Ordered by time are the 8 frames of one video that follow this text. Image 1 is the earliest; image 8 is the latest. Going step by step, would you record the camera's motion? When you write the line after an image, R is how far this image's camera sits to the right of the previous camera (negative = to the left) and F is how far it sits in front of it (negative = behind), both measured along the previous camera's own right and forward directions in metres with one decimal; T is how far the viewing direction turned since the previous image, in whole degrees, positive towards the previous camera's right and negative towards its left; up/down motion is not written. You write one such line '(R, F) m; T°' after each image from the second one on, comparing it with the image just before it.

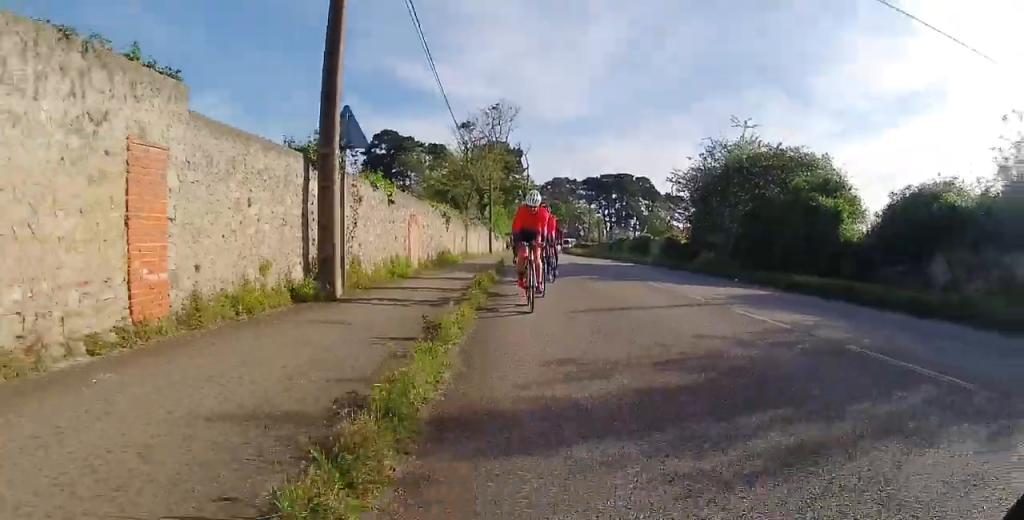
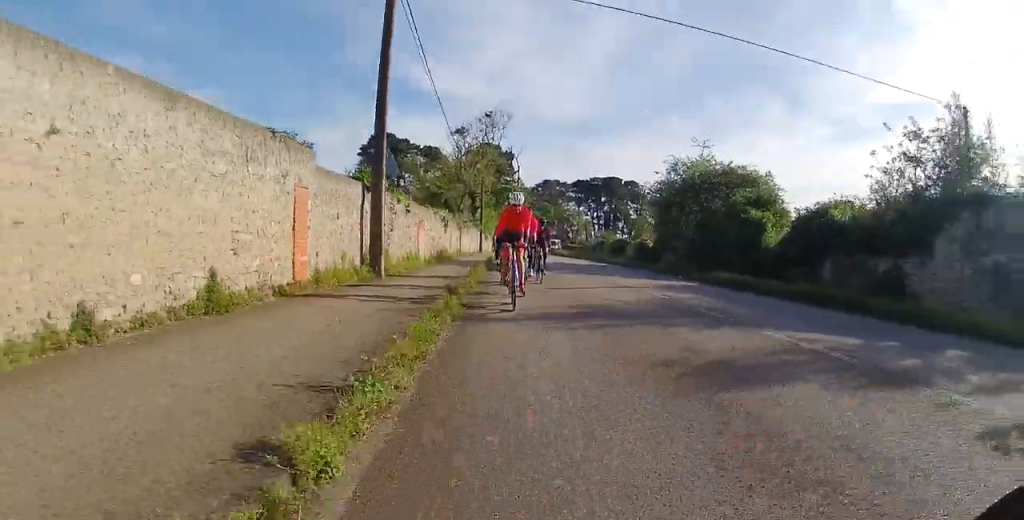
(0.0, +2.8) m; 0°
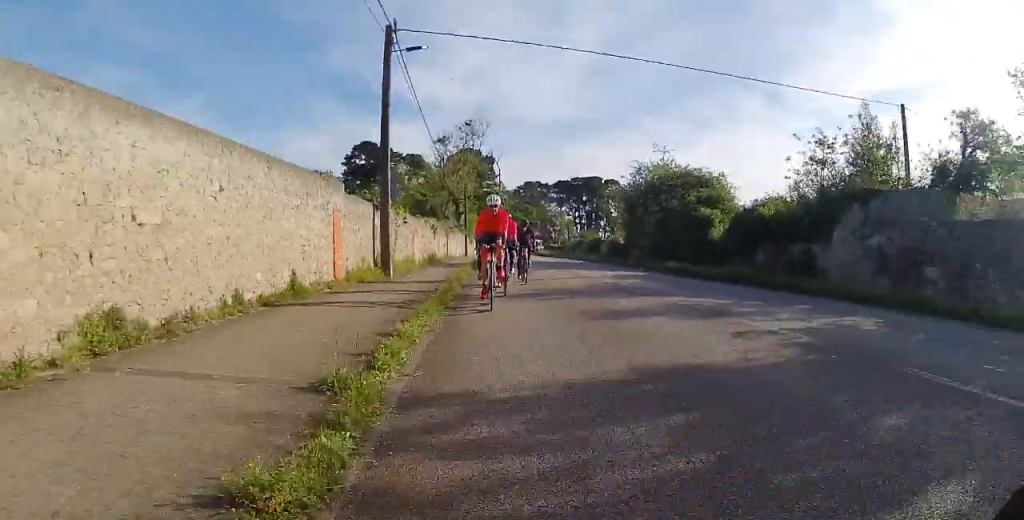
(0.0, +1.6) m; 0°
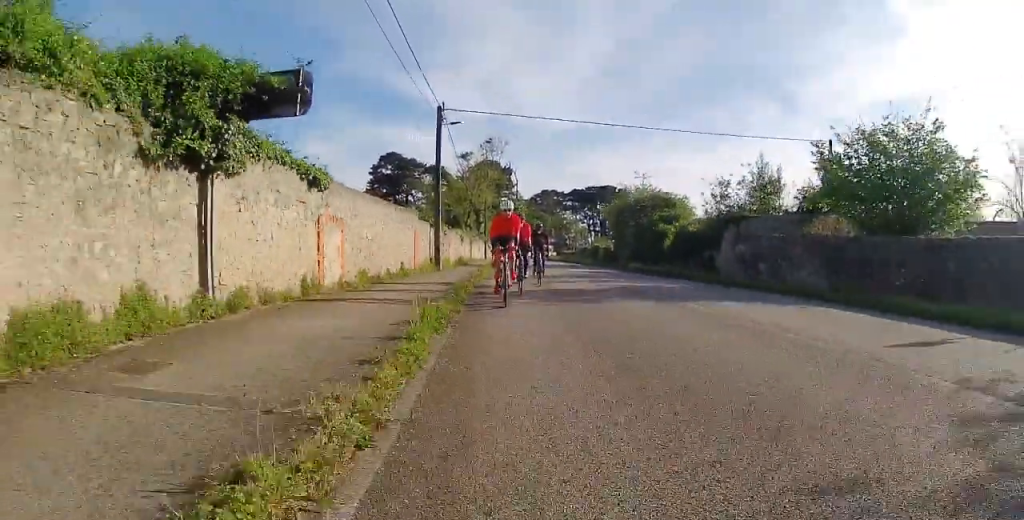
(0.0, +5.3) m; 0°
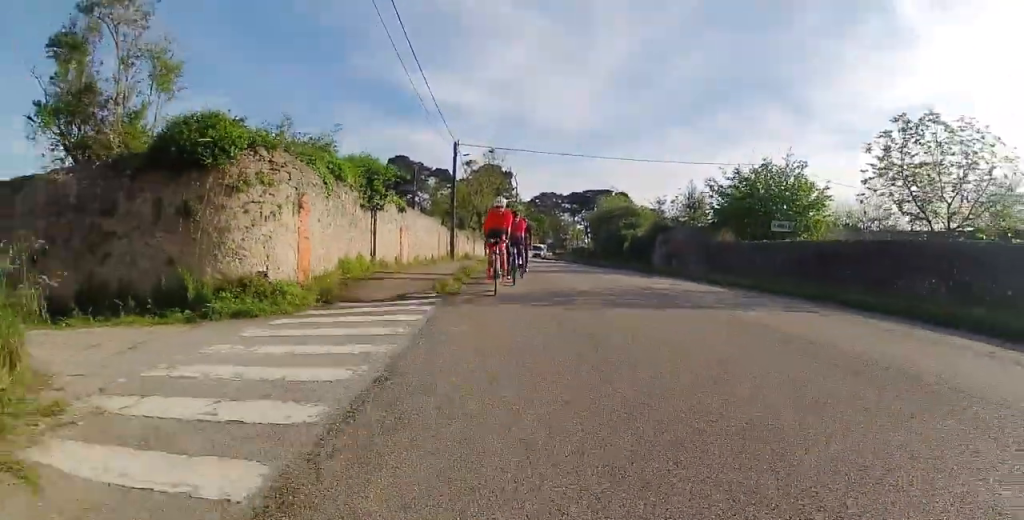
(0.0, +9.4) m; 0°
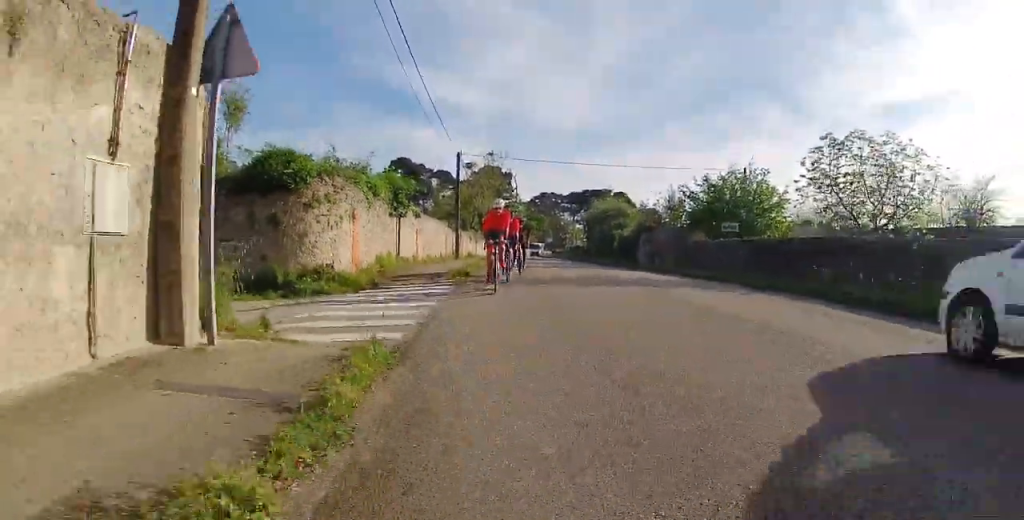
(0.0, +4.2) m; 0°
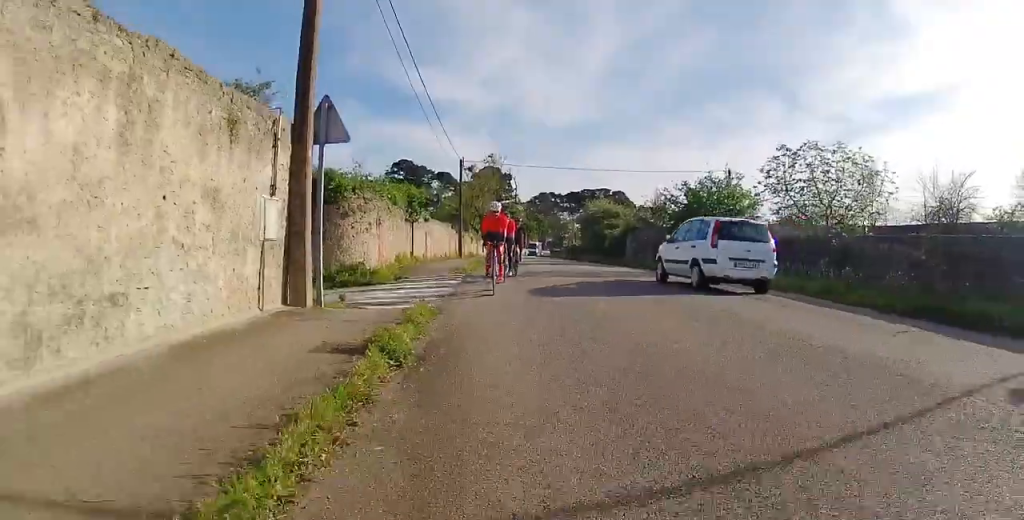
(0.0, +3.5) m; 0°
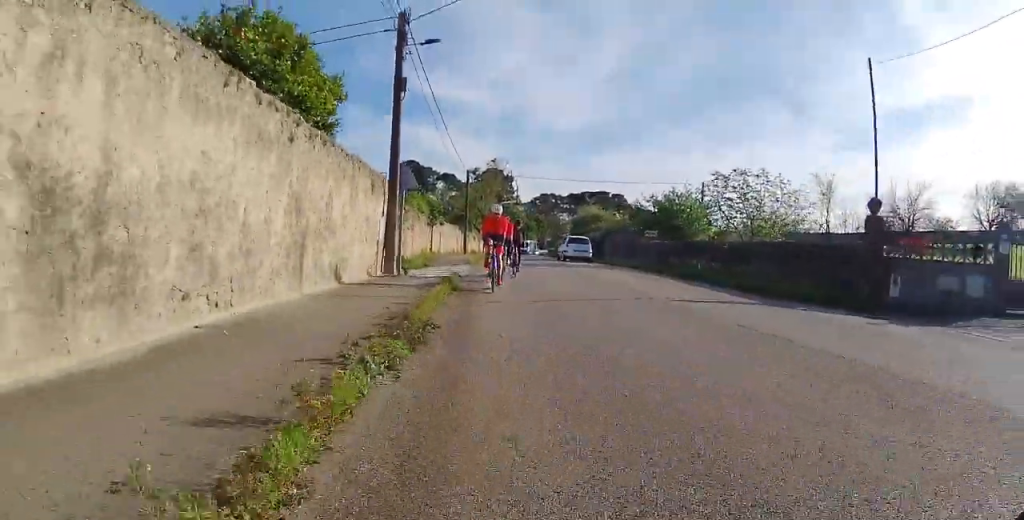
(0.0, +7.8) m; 0°
